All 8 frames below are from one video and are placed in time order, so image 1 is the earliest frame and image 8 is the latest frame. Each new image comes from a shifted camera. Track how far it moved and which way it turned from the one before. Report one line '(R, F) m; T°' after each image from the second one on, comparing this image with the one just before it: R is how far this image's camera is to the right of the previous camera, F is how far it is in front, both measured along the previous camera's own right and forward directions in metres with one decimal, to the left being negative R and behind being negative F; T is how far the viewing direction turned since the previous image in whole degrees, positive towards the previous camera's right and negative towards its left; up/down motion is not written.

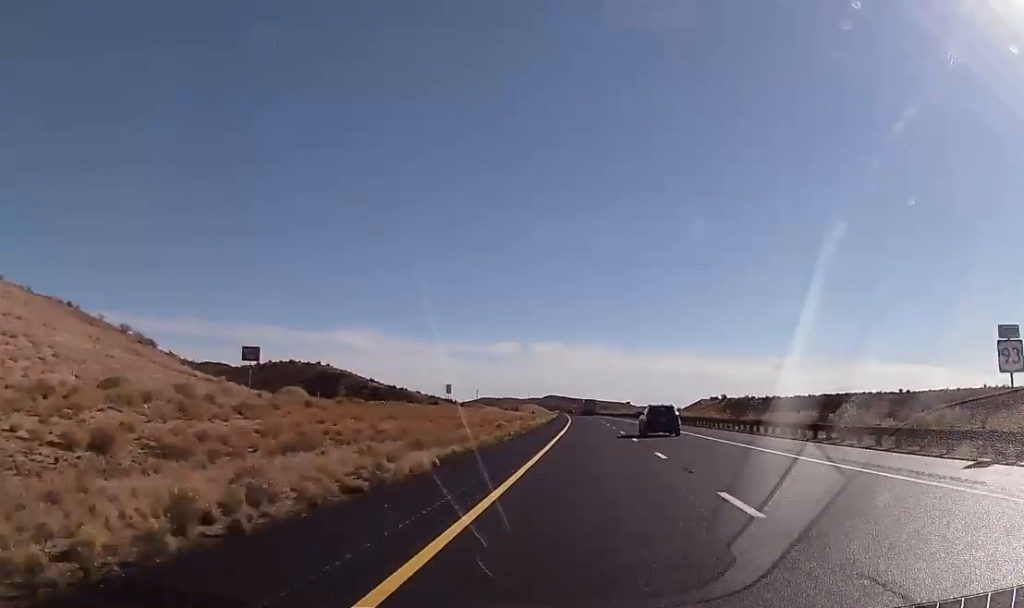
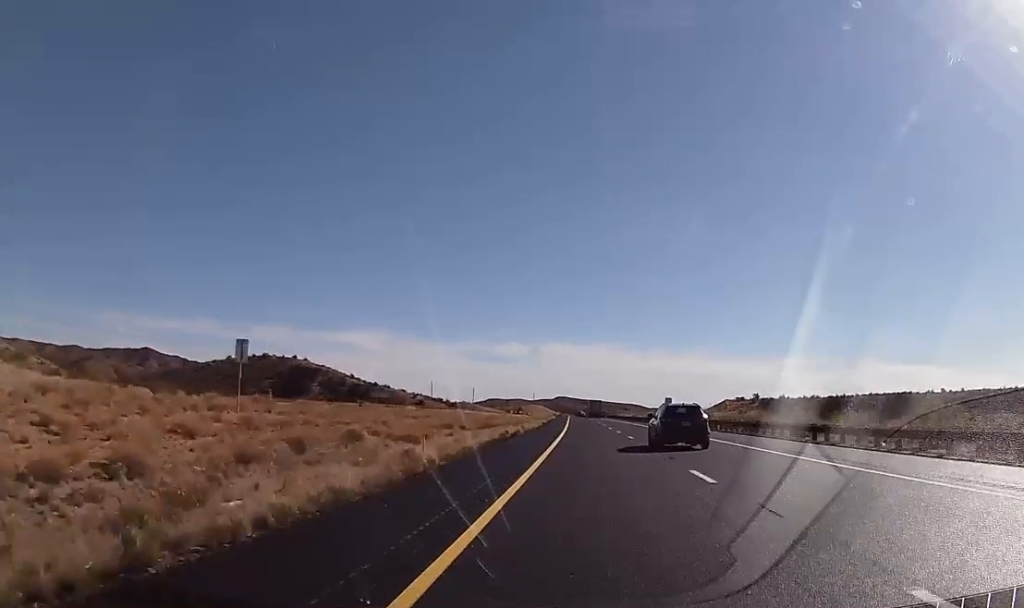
(-1.7, +68.5) m; -1°
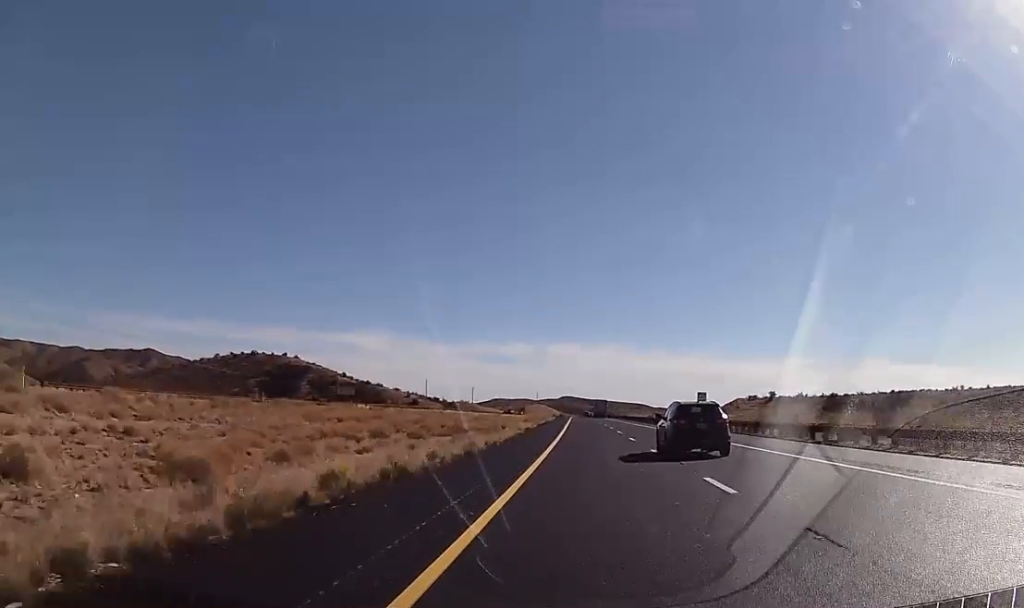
(0.0, +26.6) m; 0°
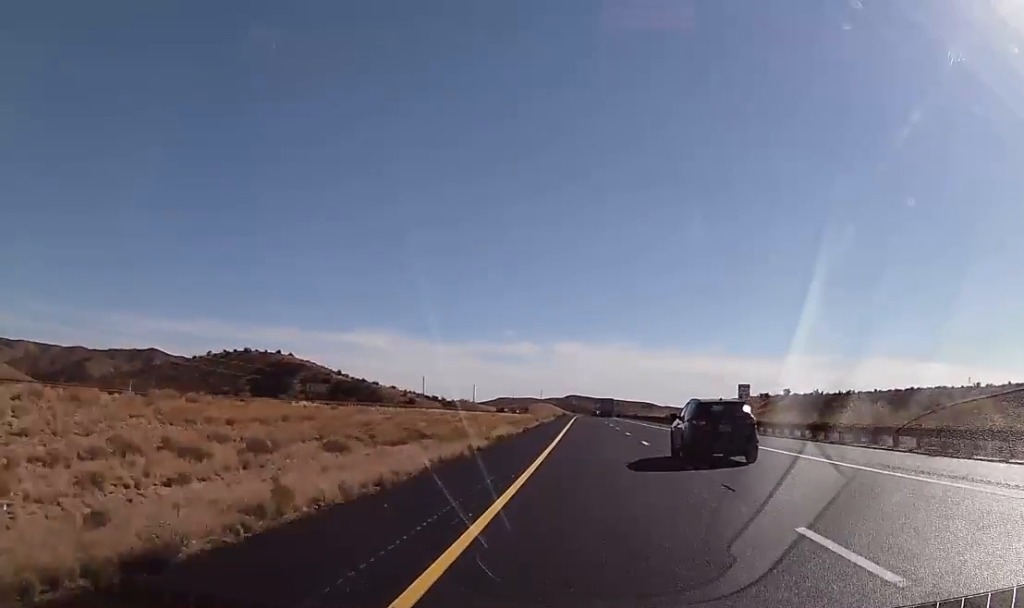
(+0.1, +18.9) m; 0°
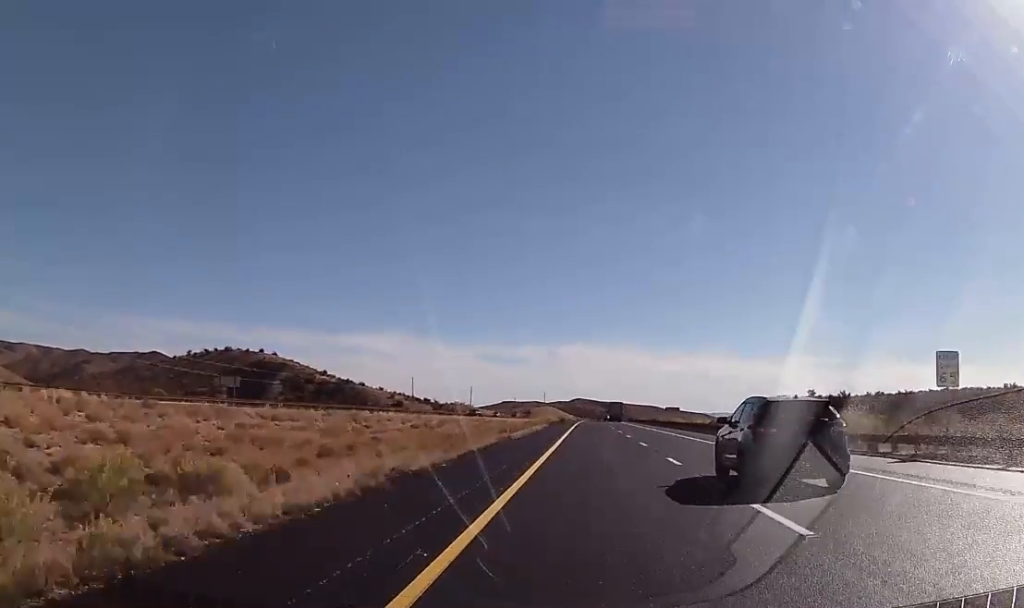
(-0.4, +33.9) m; -1°
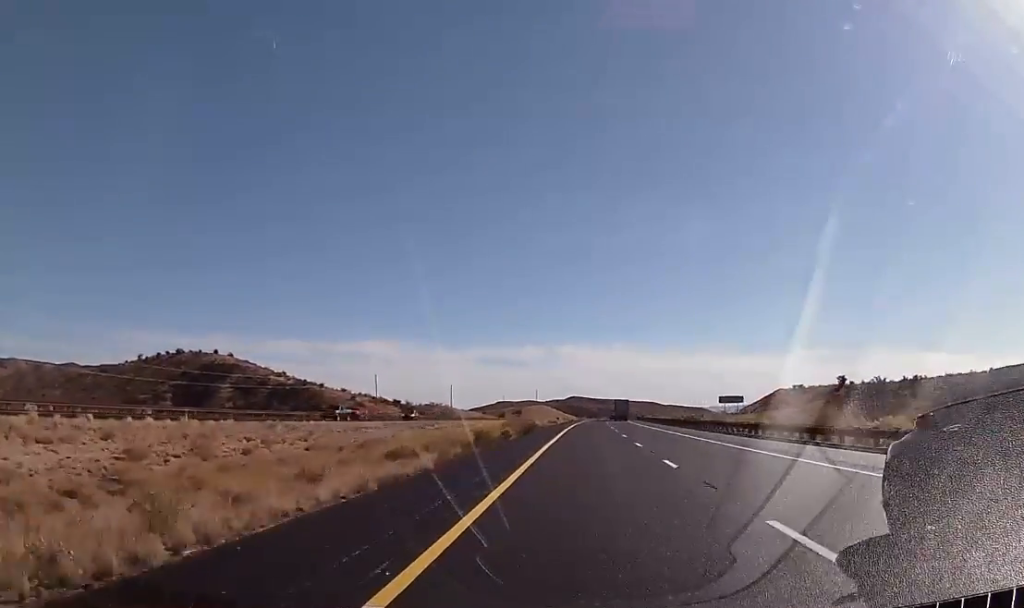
(-0.1, +50.5) m; 0°
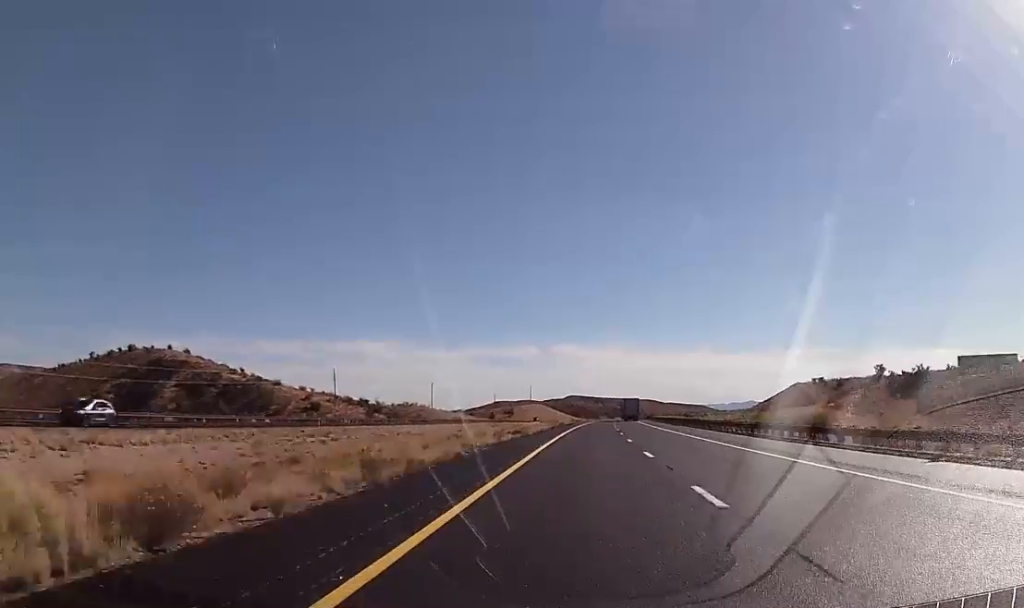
(0.0, +44.4) m; 0°
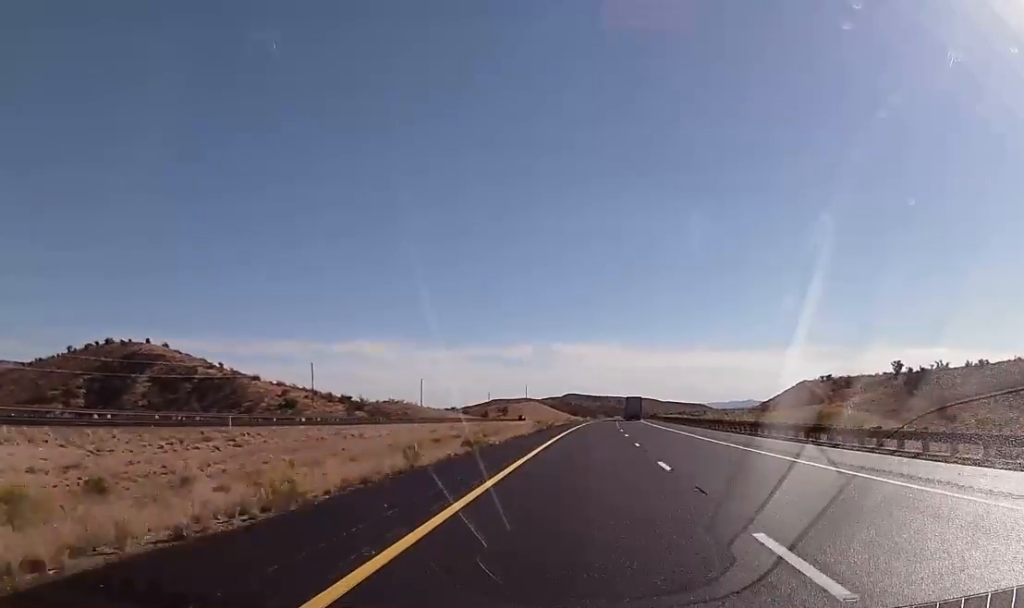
(-0.1, +16.5) m; 0°
